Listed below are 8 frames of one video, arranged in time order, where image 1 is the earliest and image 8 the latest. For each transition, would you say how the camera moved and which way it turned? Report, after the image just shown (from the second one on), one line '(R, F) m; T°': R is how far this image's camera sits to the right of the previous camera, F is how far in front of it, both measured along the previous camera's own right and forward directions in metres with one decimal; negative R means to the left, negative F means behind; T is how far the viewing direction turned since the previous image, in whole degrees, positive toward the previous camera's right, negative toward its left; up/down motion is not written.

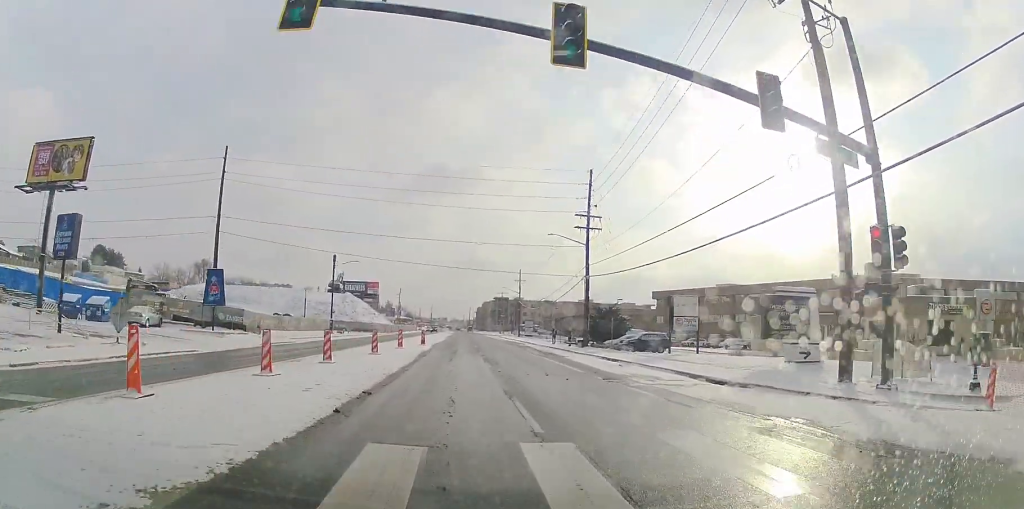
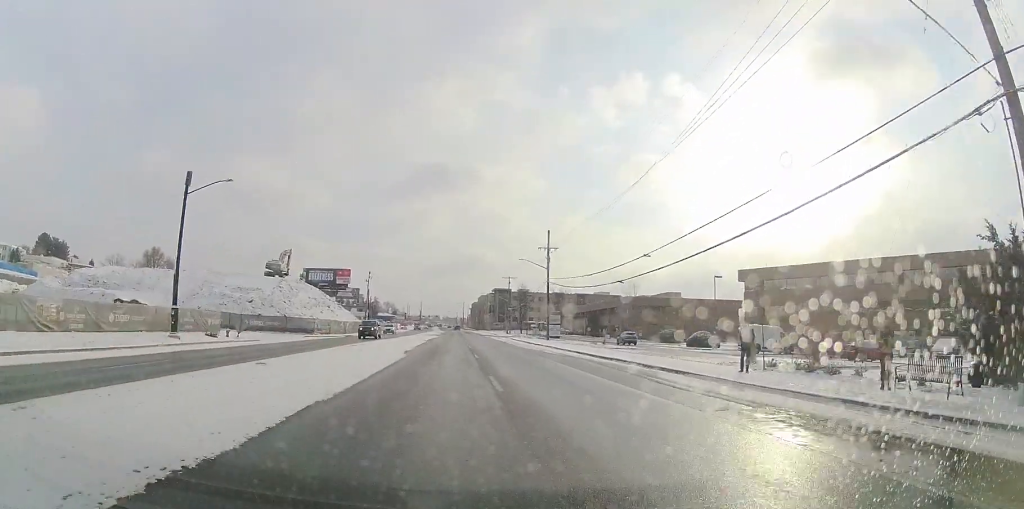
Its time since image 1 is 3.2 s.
(+1.7, +39.8) m; +1°
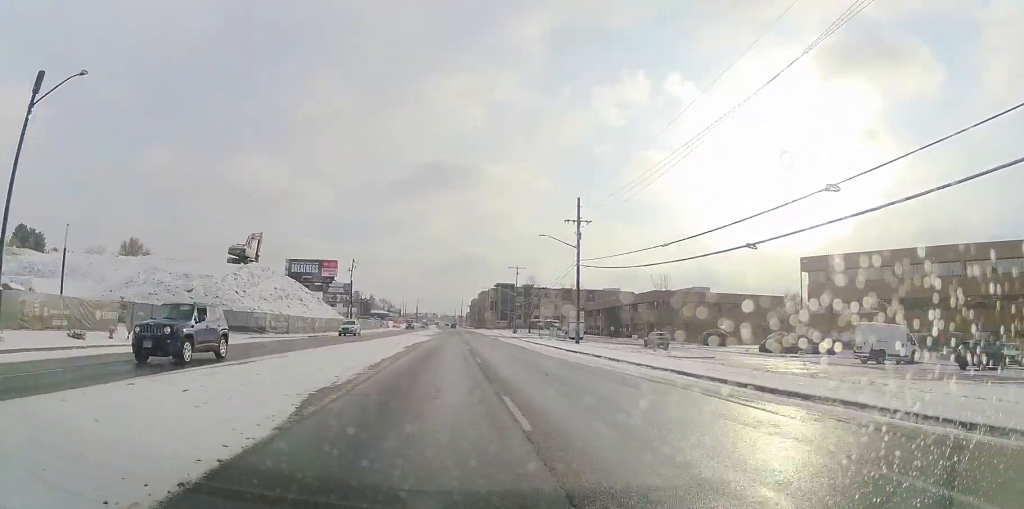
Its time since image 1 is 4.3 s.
(-0.2, +16.6) m; 0°
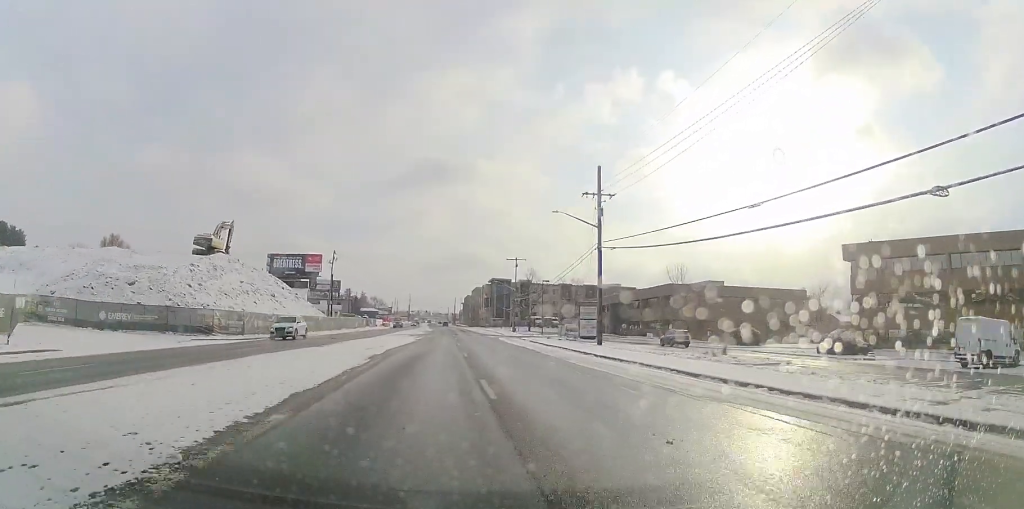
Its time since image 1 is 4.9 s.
(+0.1, +9.8) m; 0°
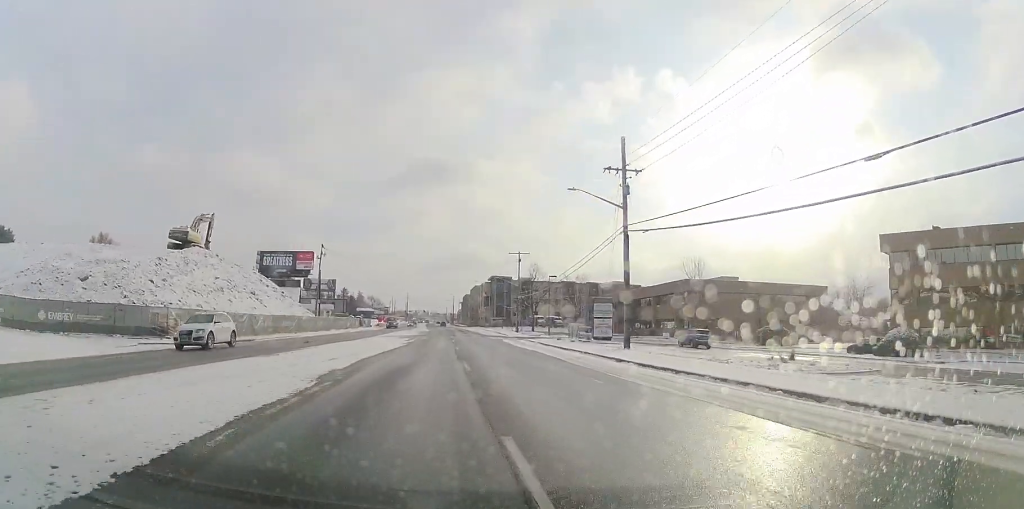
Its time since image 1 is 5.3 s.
(0.0, +6.7) m; 0°
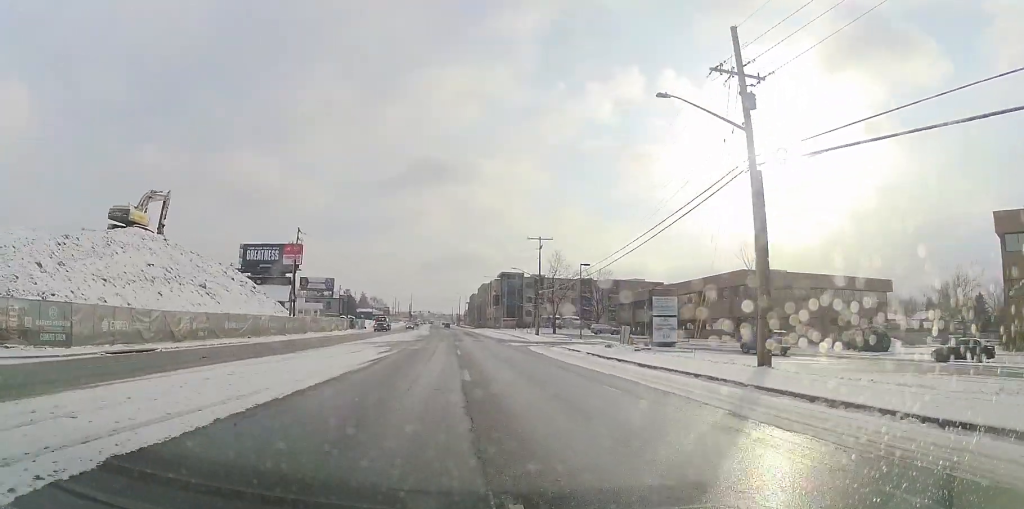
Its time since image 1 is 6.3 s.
(-0.1, +15.2) m; +2°
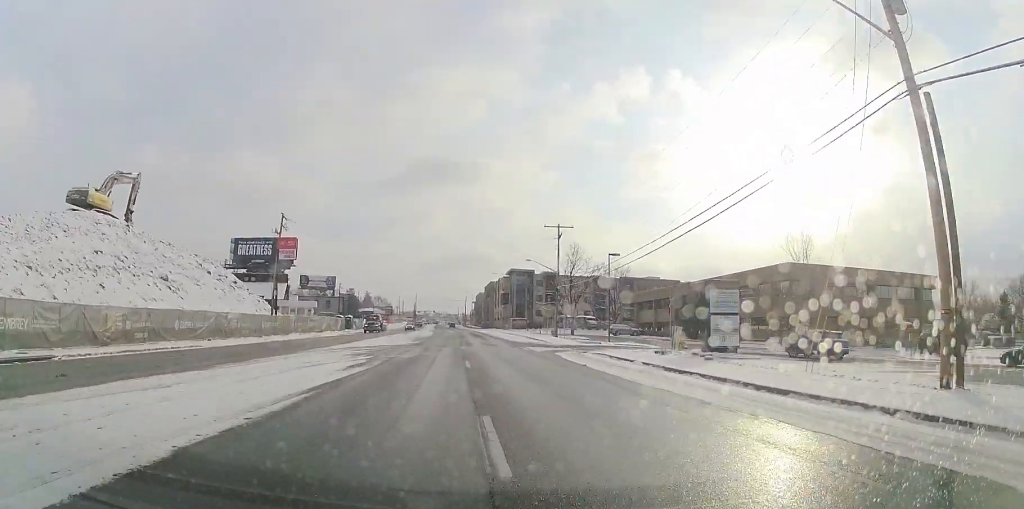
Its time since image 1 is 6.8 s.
(+0.3, +8.4) m; 0°
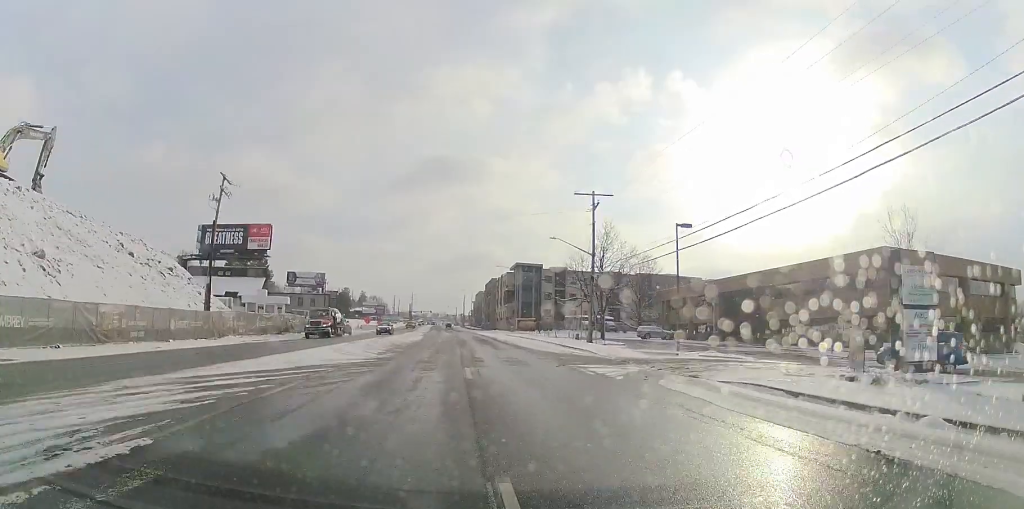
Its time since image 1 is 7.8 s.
(-0.1, +15.3) m; 0°
